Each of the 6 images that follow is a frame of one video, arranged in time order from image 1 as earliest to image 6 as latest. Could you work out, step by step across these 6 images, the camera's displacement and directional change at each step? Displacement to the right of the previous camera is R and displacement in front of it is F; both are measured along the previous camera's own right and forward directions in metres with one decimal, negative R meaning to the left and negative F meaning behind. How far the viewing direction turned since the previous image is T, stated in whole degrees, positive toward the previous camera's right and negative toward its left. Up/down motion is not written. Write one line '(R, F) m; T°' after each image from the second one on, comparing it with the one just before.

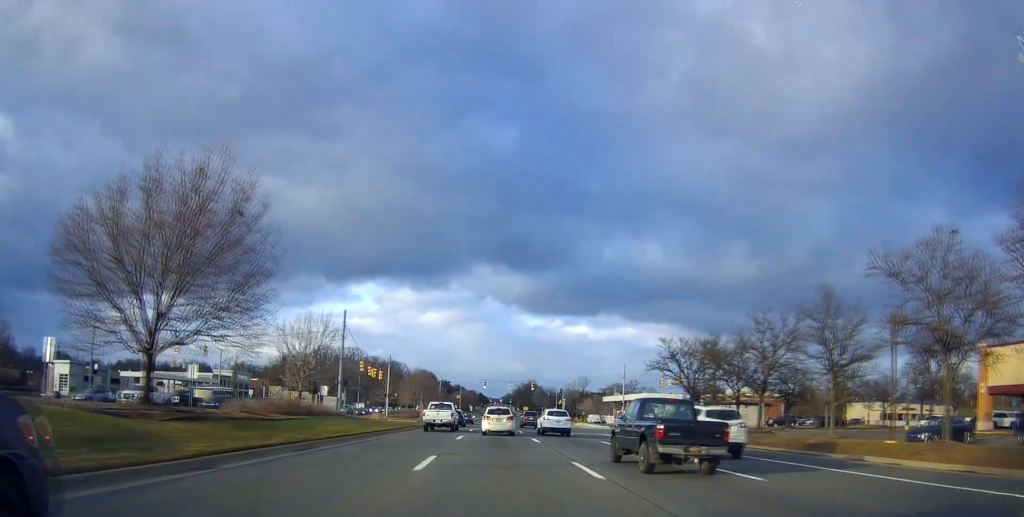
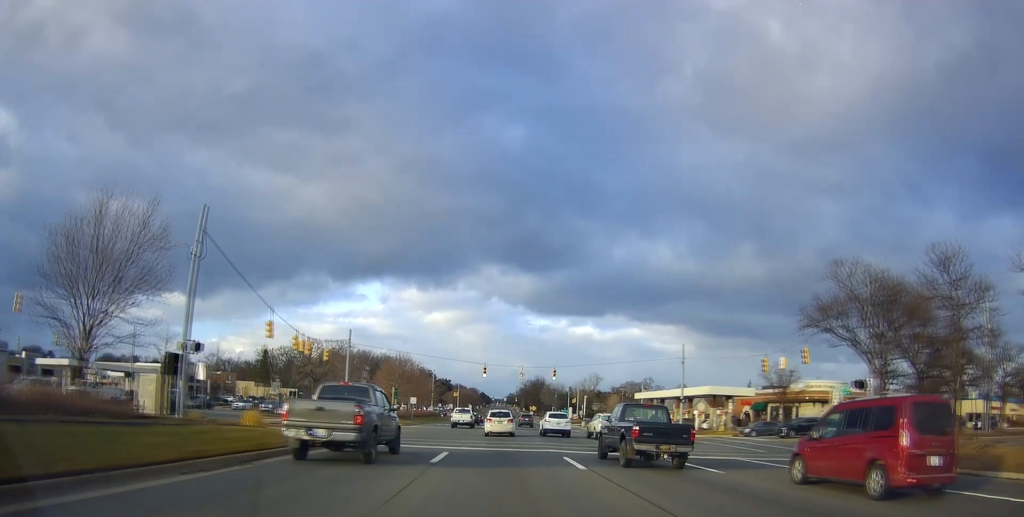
(-0.7, +26.7) m; 0°
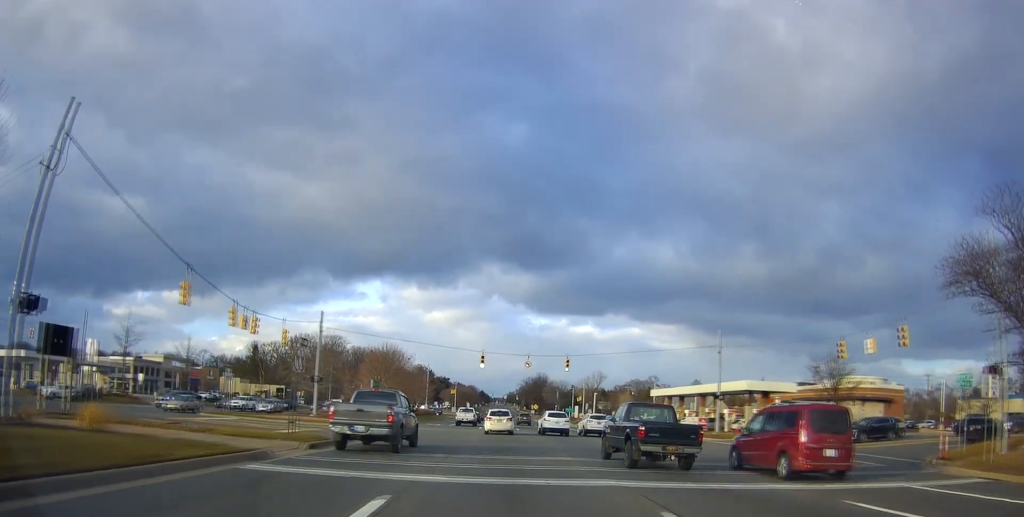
(0.0, +10.5) m; 0°
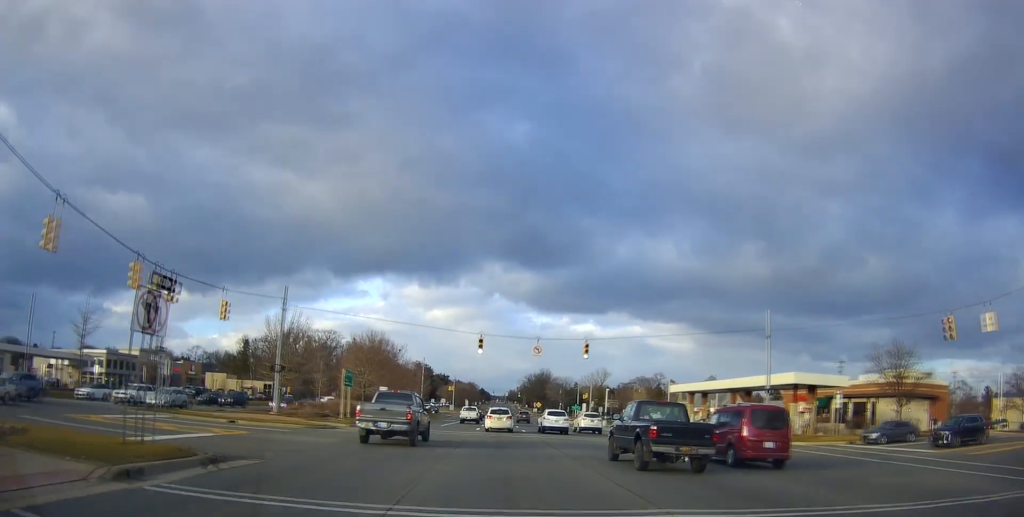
(0.0, +9.9) m; 0°
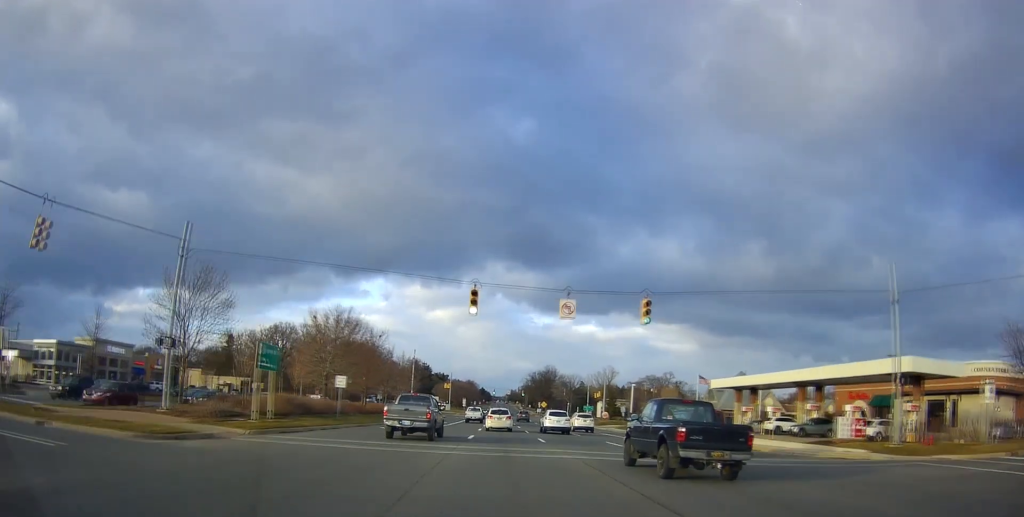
(0.0, +15.8) m; -2°
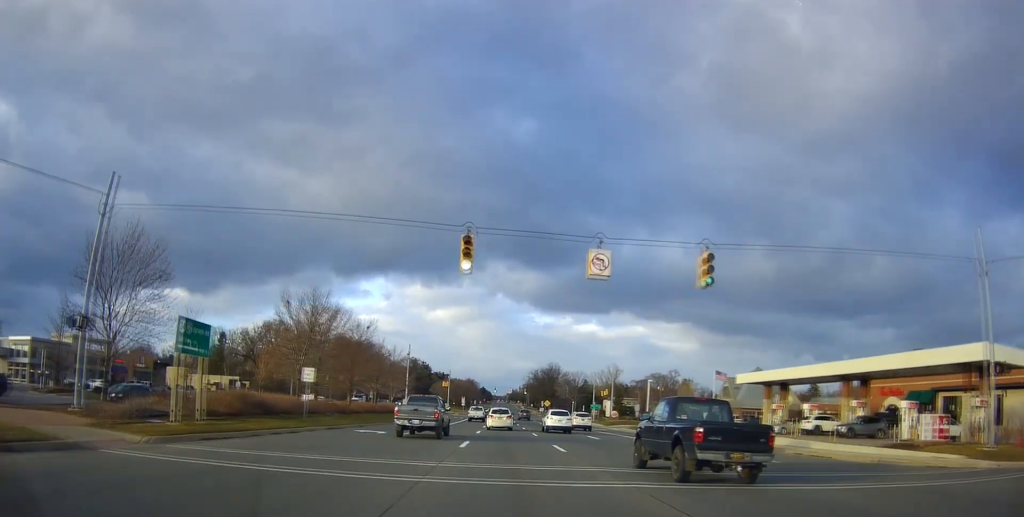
(0.0, +7.3) m; -1°
